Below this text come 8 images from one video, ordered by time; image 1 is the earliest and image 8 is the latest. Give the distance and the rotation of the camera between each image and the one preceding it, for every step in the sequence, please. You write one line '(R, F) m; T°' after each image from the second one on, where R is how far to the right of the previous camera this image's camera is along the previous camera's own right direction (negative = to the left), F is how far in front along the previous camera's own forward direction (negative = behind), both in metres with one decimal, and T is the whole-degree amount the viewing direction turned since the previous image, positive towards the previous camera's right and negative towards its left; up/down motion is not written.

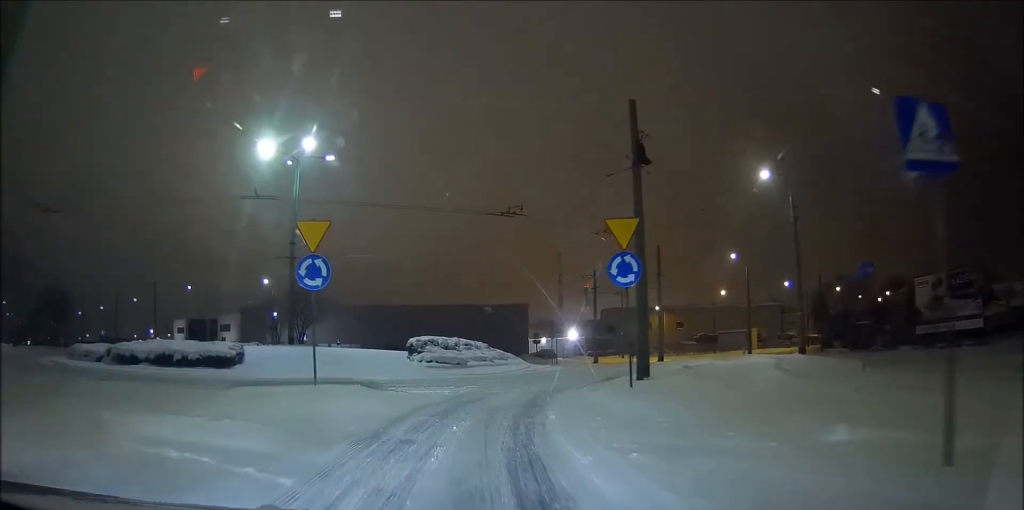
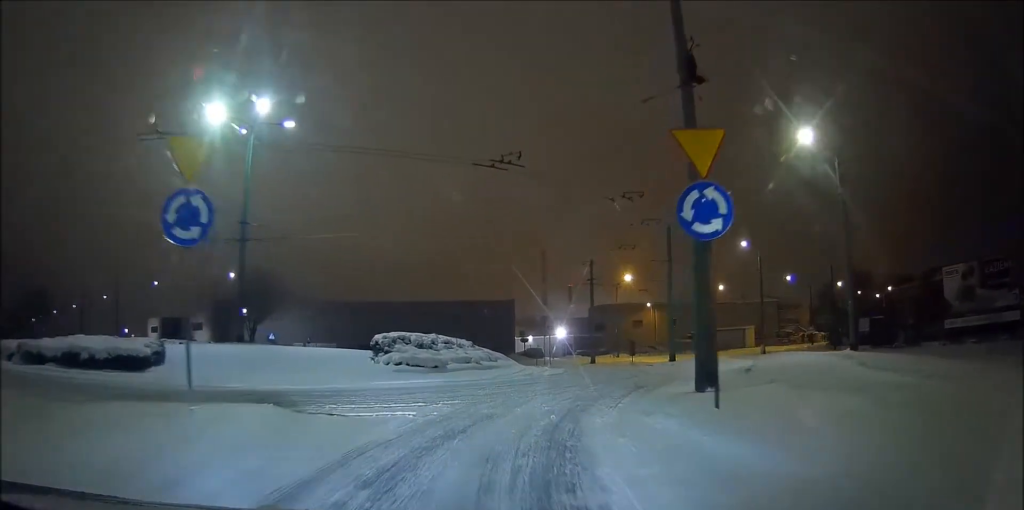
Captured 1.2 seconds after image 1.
(+0.2, +6.4) m; +3°
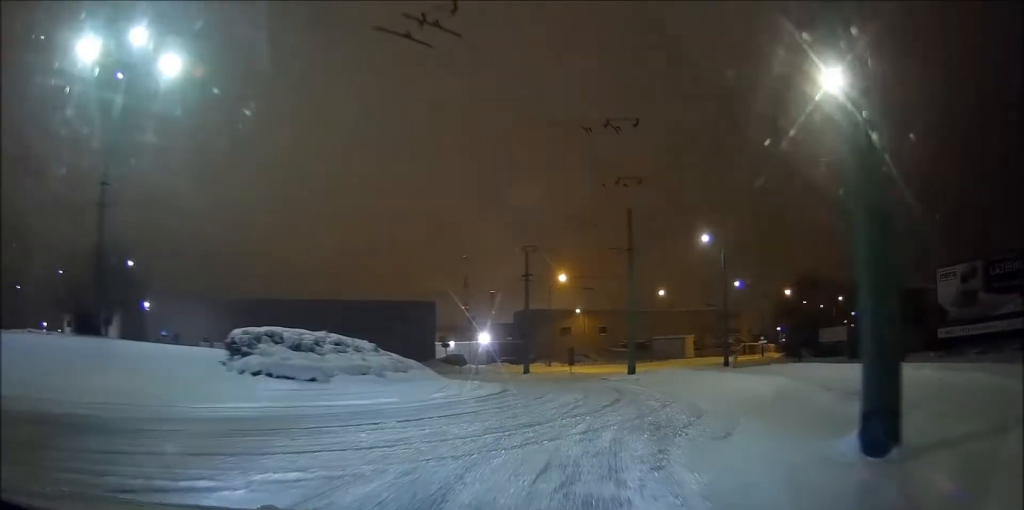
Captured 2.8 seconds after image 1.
(+0.3, +8.3) m; +6°
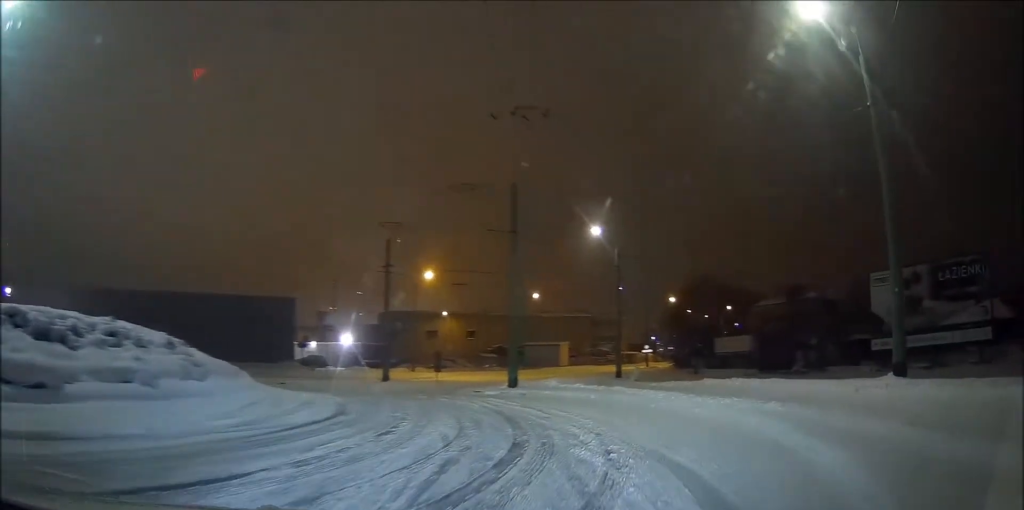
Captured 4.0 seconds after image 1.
(+0.4, +6.3) m; +10°
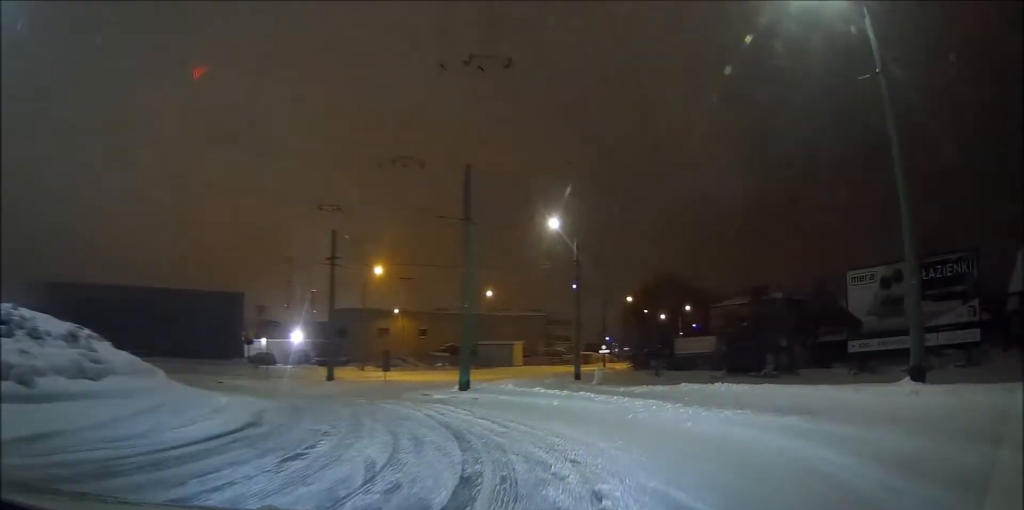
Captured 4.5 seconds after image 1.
(+0.2, +2.3) m; +2°
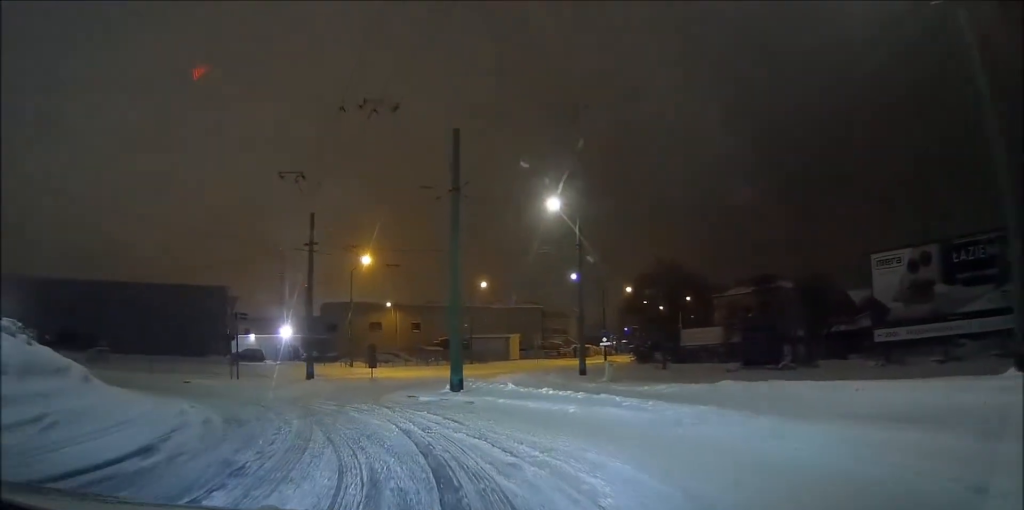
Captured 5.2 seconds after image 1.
(+0.2, +3.4) m; +1°
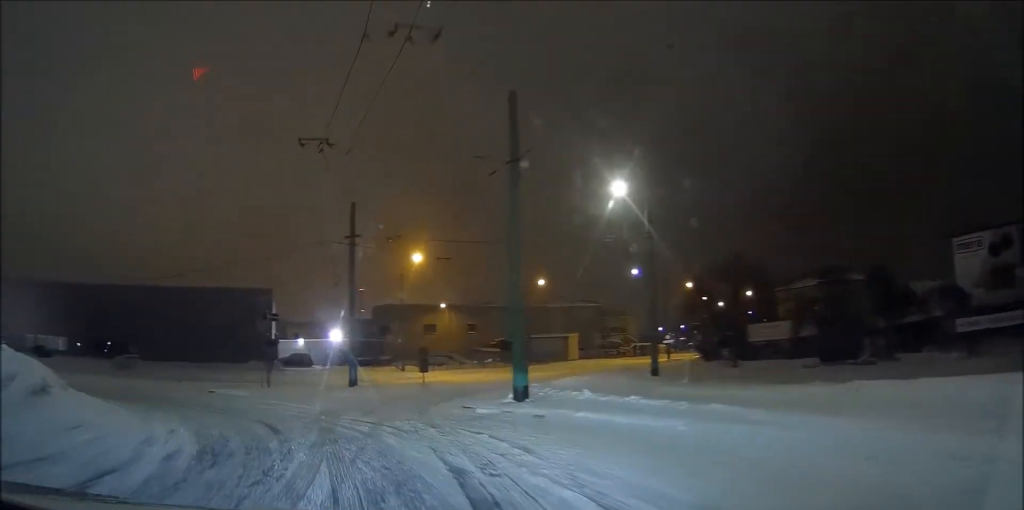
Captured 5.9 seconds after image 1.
(-0.1, +3.1) m; -5°
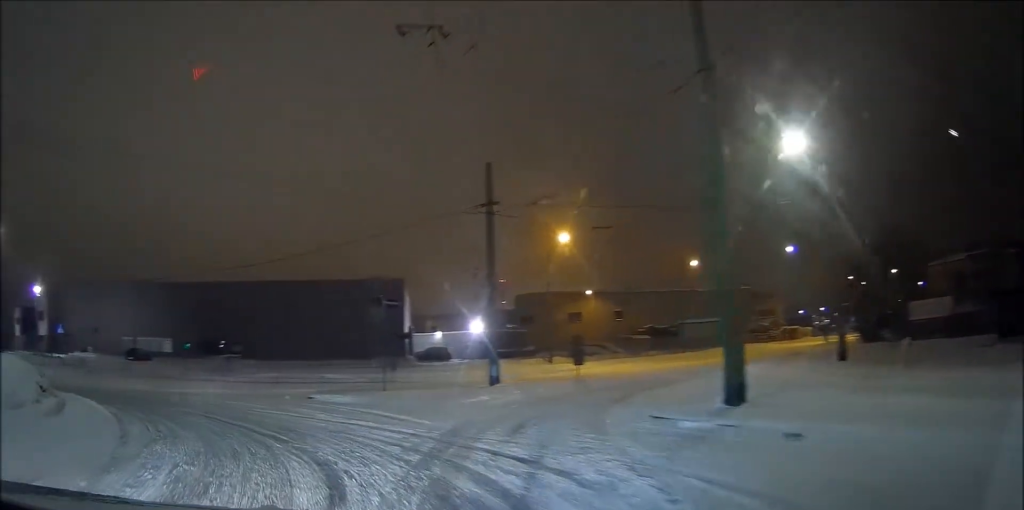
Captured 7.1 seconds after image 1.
(-0.3, +5.0) m; -10°
